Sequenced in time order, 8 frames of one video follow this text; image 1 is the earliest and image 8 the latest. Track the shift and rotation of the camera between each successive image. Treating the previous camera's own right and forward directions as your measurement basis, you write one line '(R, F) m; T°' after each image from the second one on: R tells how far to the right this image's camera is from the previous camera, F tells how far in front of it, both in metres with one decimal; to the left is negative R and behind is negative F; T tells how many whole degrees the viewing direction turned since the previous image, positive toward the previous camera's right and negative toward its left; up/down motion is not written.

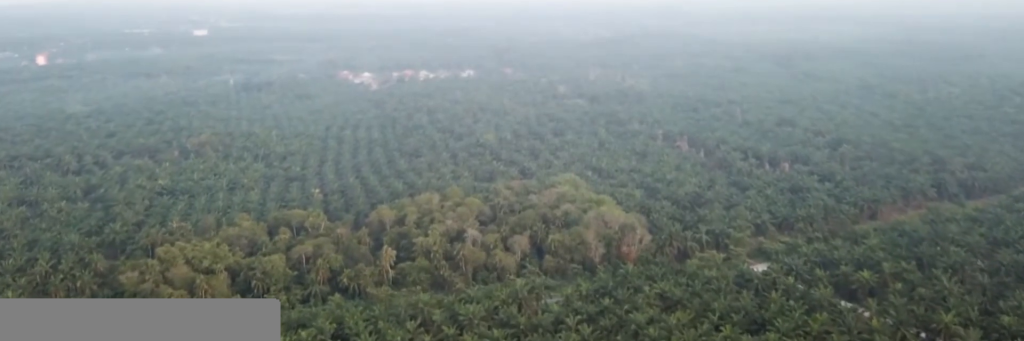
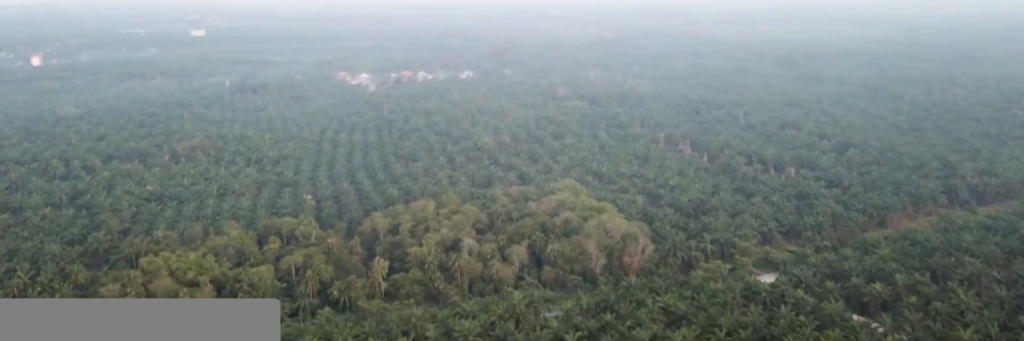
(0.0, +11.1) m; 0°
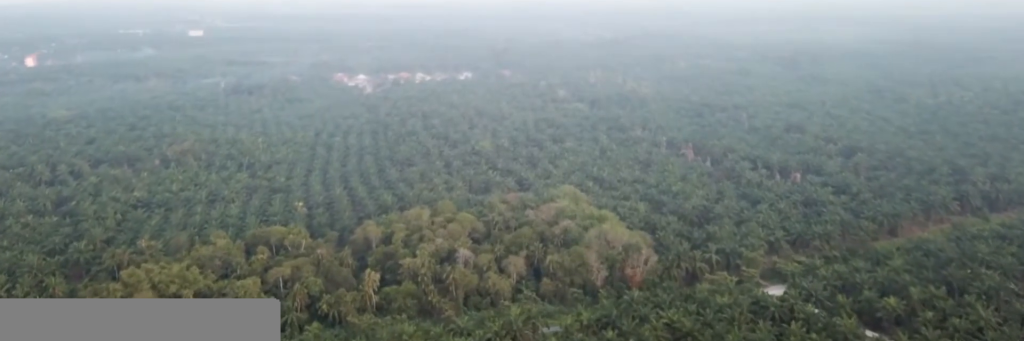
(0.0, +11.4) m; 0°
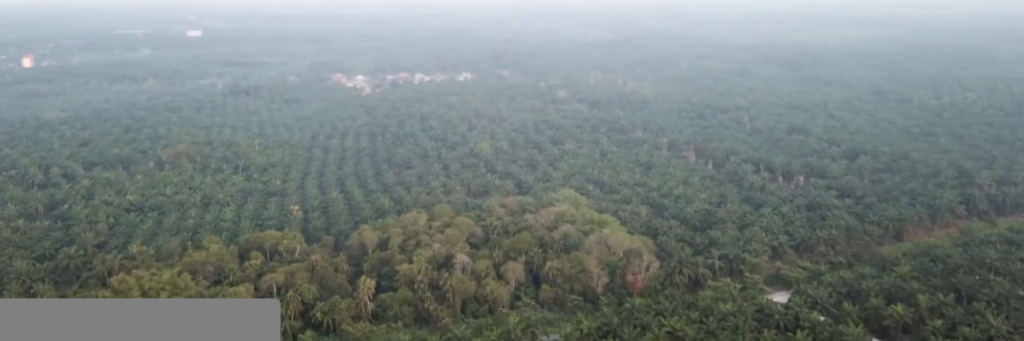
(0.0, +5.7) m; 0°
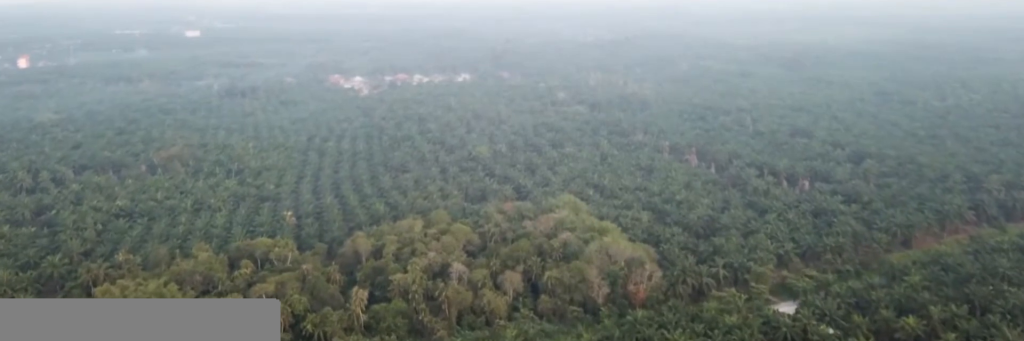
(0.0, +8.7) m; 0°
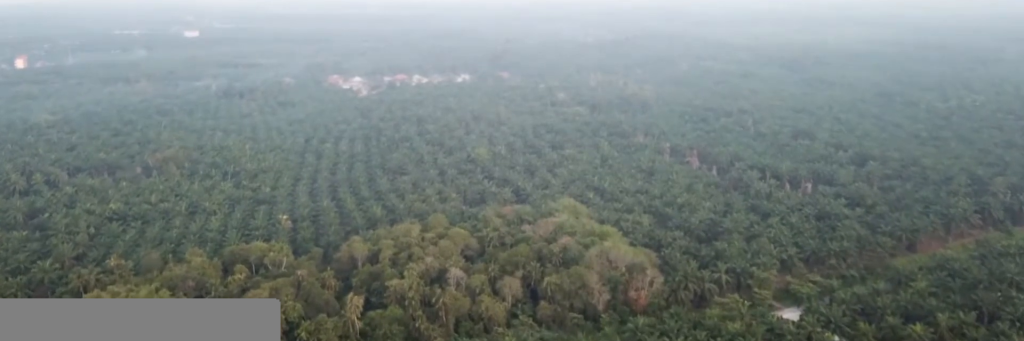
(0.0, +5.1) m; 0°
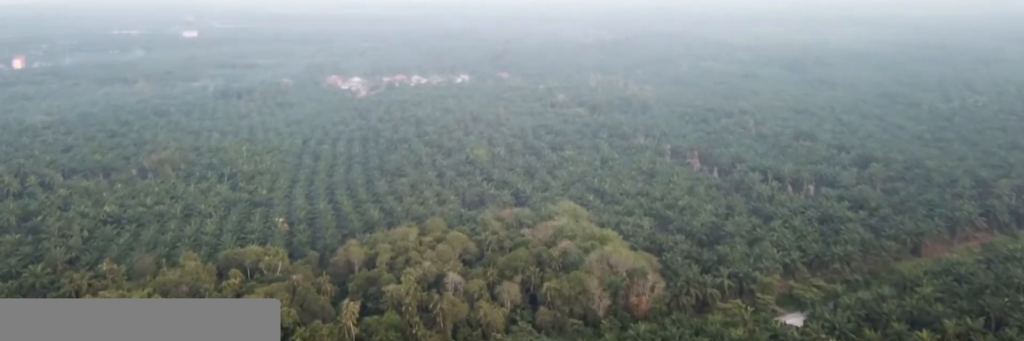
(0.0, +4.5) m; 0°
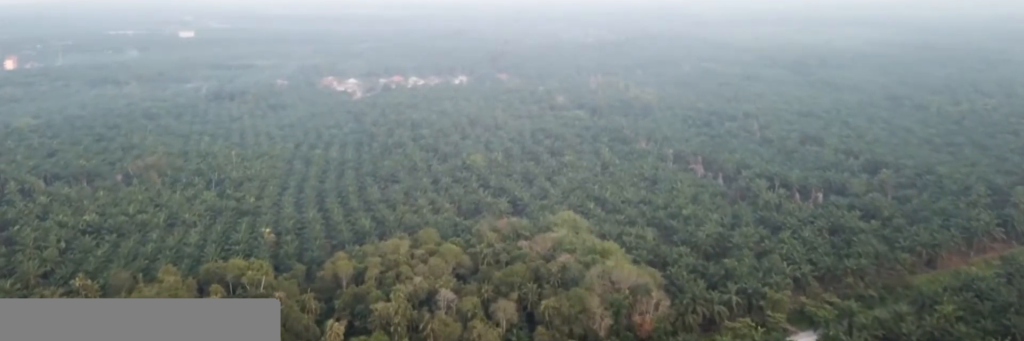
(0.0, +14.1) m; 0°
